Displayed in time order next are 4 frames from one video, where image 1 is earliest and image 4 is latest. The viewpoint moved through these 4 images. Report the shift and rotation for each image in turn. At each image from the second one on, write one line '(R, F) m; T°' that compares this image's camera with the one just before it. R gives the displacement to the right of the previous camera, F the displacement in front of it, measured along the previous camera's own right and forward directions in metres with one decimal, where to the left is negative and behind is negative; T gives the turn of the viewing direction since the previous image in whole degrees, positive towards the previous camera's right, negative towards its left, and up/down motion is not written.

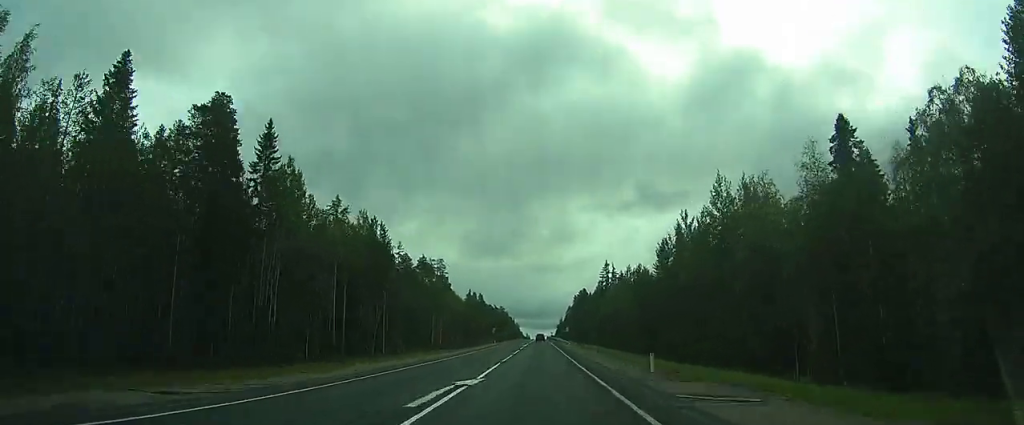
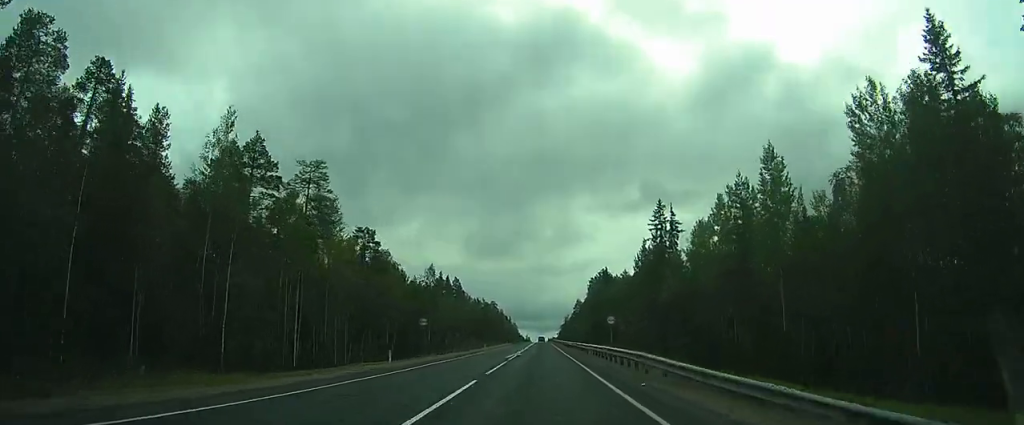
(-0.3, +68.5) m; -1°
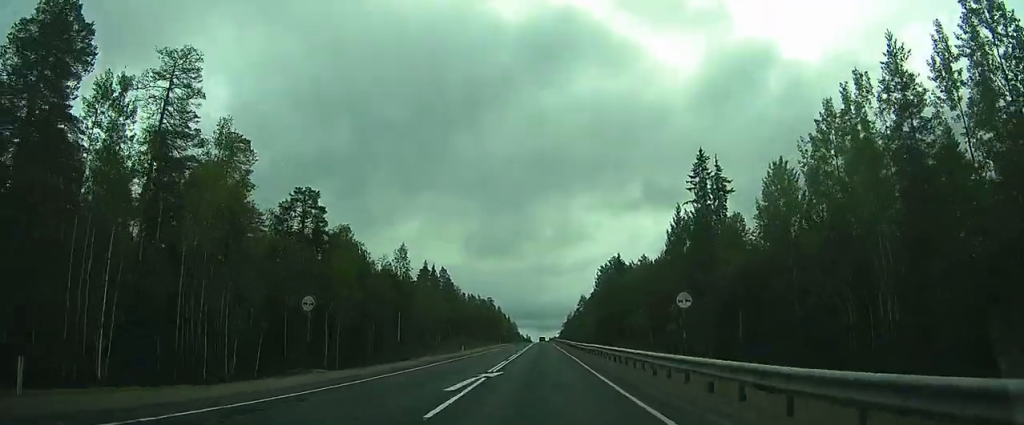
(-0.1, +22.7) m; 0°
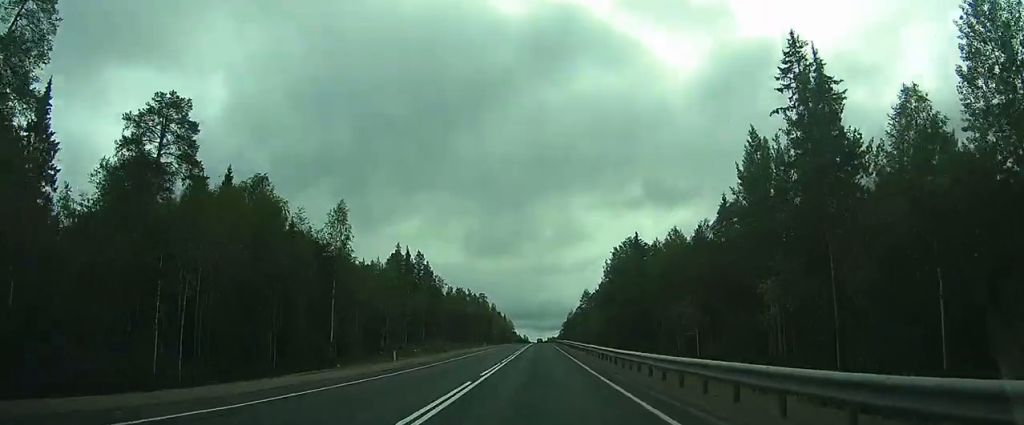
(0.0, +25.7) m; 0°
